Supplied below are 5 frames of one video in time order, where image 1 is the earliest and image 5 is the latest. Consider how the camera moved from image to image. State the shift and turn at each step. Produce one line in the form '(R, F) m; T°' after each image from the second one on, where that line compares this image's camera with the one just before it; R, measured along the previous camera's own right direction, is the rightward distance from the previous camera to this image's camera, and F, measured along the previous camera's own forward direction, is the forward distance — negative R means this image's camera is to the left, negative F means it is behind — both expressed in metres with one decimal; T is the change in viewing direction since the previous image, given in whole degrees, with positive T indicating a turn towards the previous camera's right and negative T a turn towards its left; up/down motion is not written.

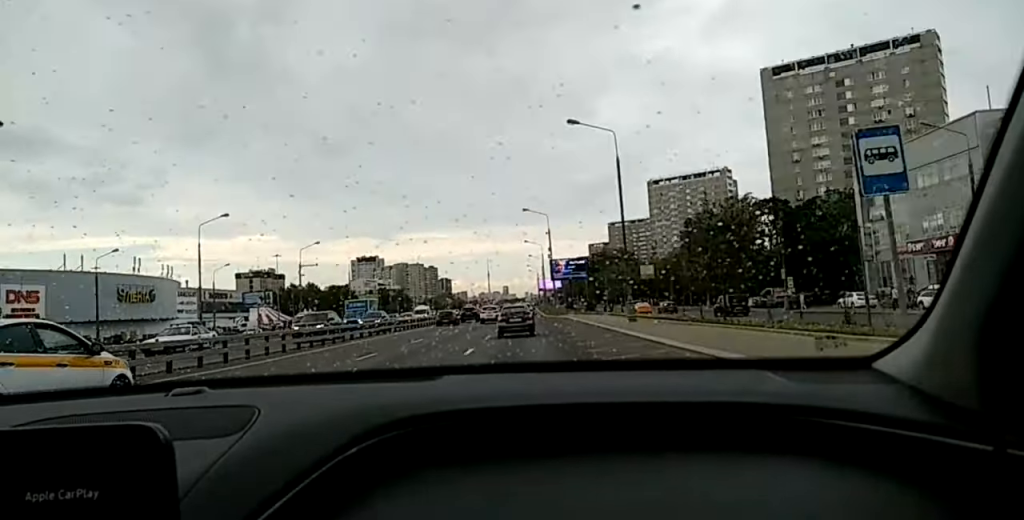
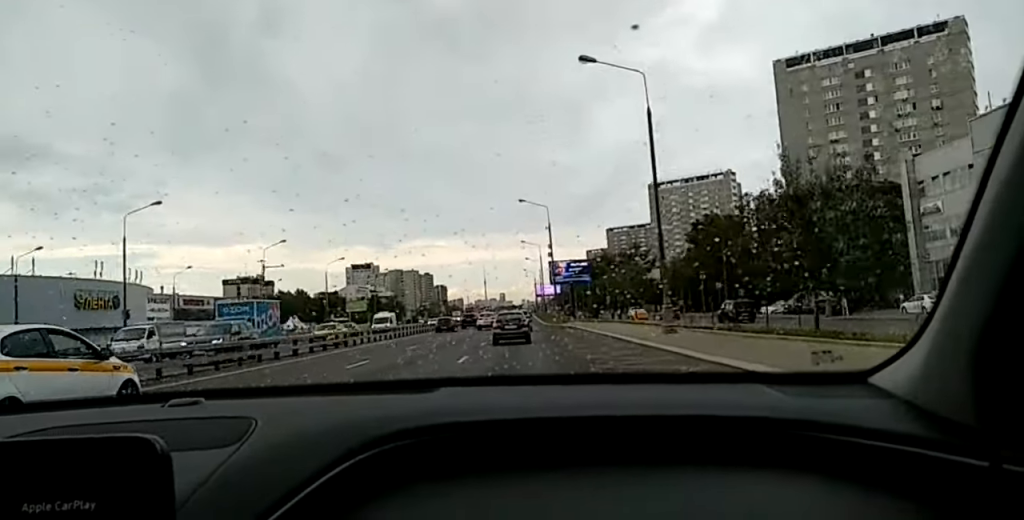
(0.0, +12.3) m; +1°
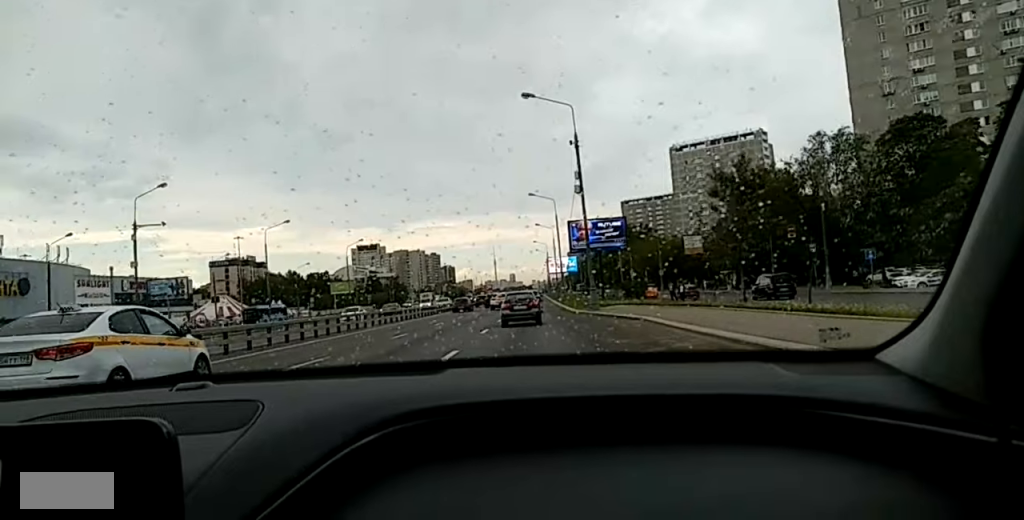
(-1.1, +30.2) m; -3°
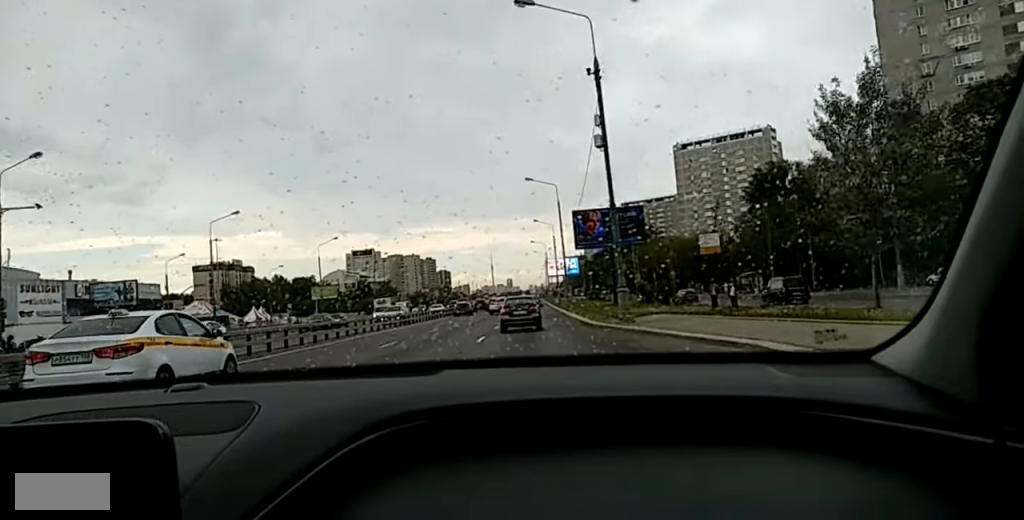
(+0.3, +14.5) m; +1°
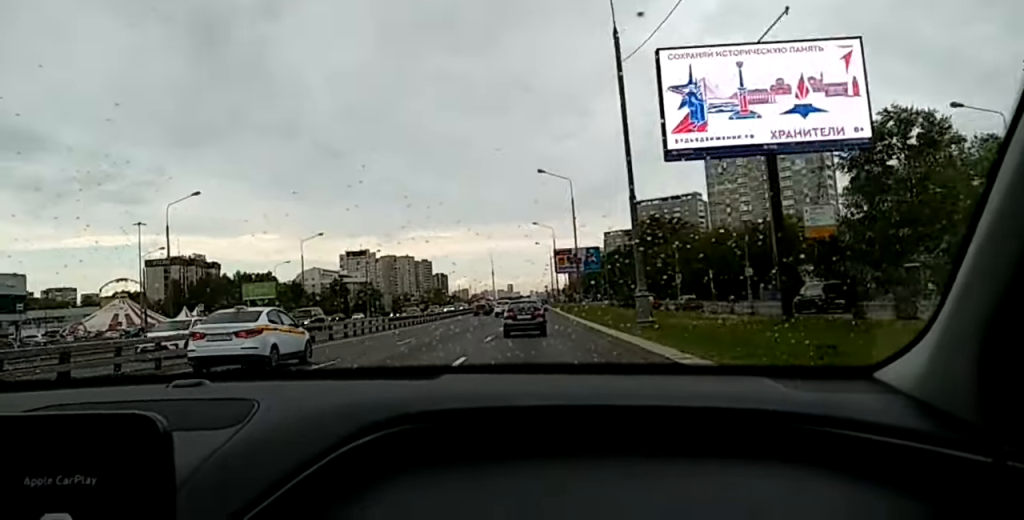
(+1.1, +46.1) m; +1°
